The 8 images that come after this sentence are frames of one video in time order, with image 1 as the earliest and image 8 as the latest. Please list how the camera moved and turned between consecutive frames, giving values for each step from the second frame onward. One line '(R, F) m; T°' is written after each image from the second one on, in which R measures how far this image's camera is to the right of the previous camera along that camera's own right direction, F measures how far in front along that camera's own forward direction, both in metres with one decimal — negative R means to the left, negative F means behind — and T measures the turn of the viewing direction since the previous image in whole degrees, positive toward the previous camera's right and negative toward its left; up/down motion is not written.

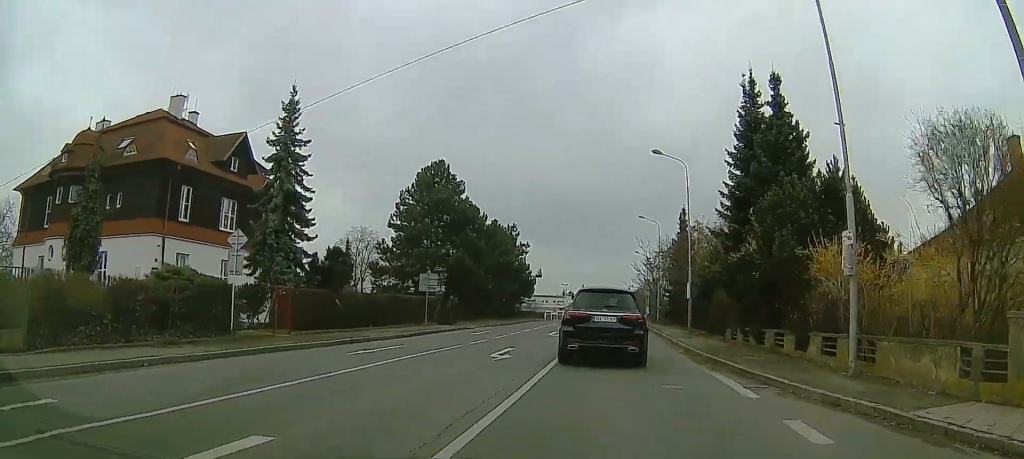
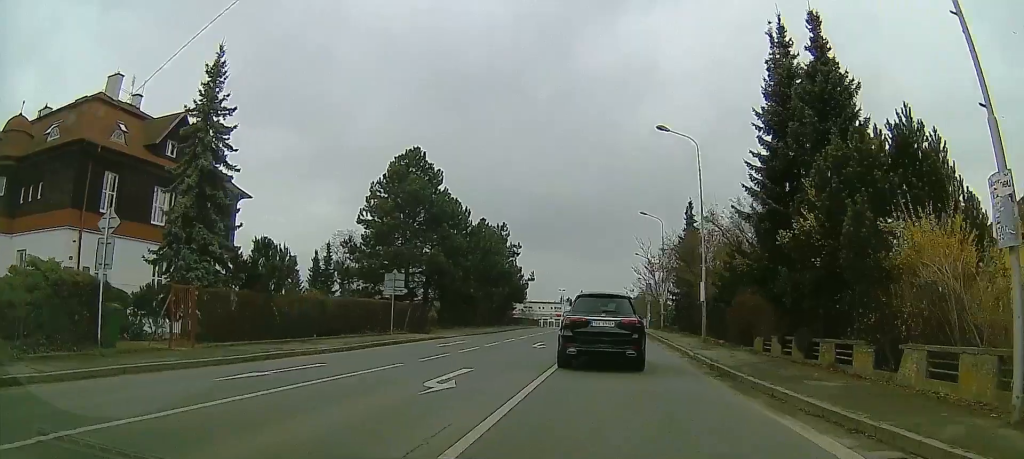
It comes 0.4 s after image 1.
(0.0, +6.0) m; -1°
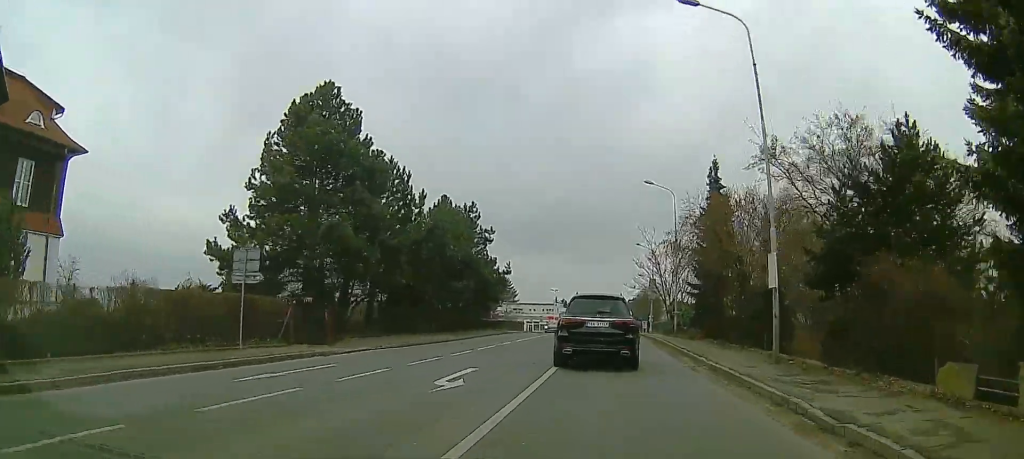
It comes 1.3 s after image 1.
(-0.2, +14.0) m; -2°
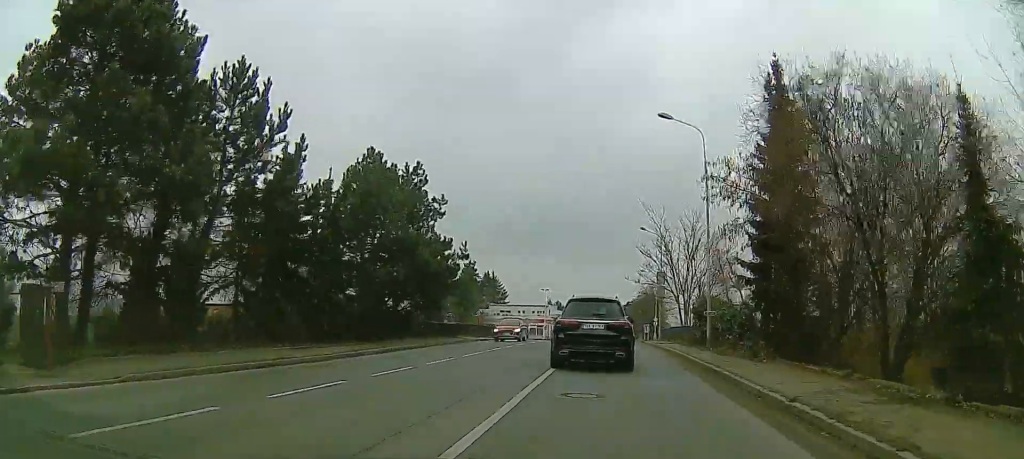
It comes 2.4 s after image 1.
(-0.3, +15.6) m; 0°
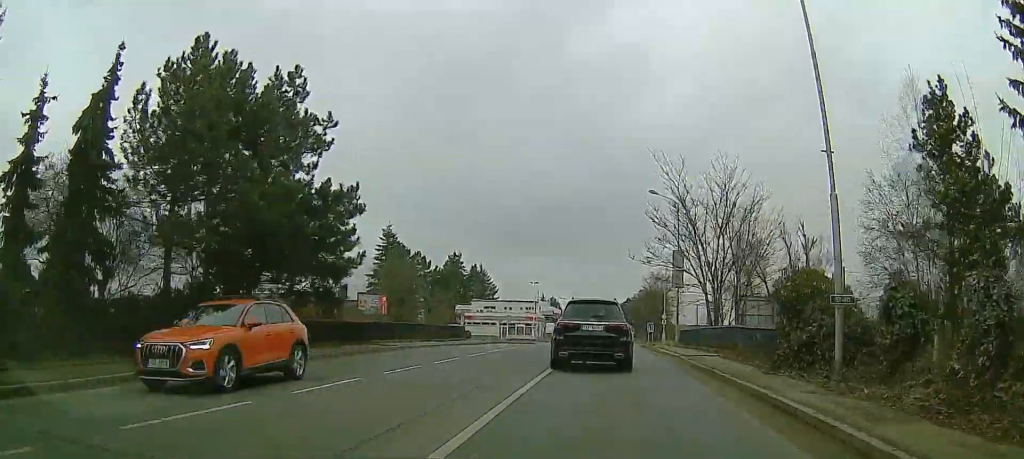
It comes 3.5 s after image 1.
(+0.1, +16.7) m; +1°
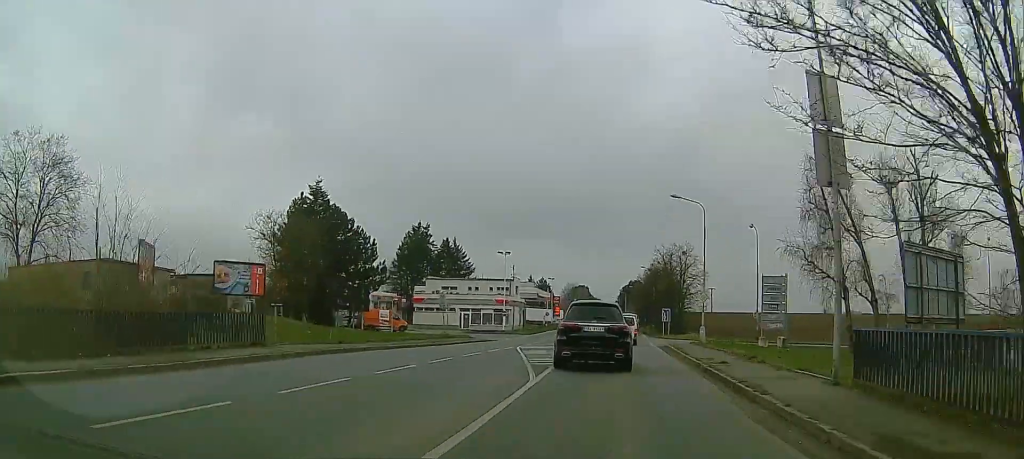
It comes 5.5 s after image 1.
(-0.1, +31.5) m; -1°
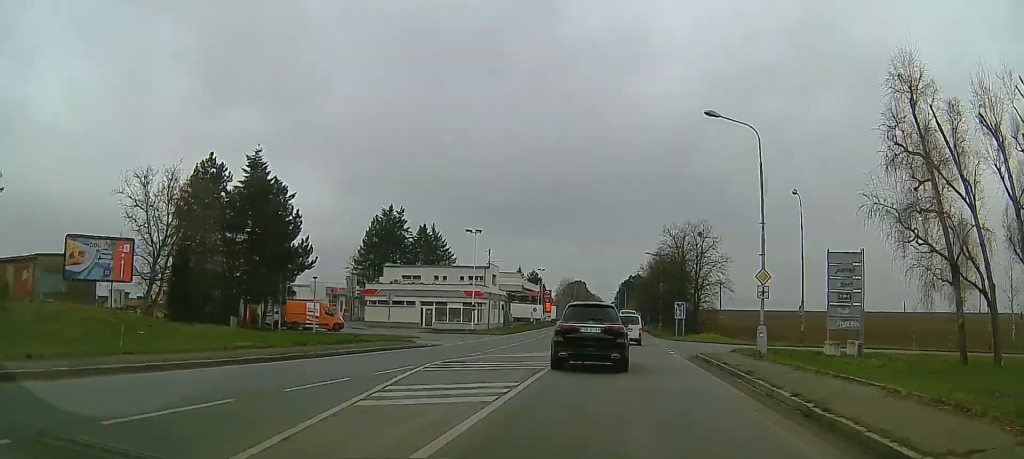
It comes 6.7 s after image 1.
(-0.1, +17.3) m; 0°
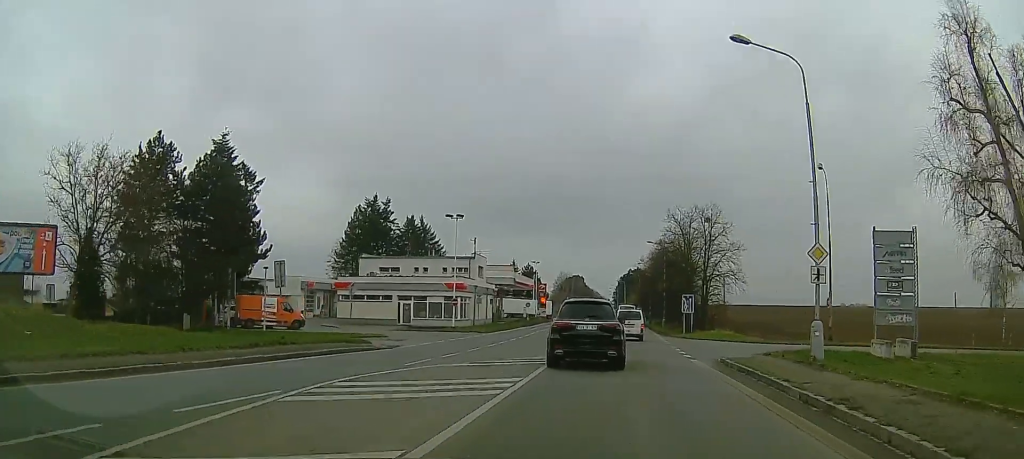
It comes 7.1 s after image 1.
(0.0, +7.2) m; 0°
